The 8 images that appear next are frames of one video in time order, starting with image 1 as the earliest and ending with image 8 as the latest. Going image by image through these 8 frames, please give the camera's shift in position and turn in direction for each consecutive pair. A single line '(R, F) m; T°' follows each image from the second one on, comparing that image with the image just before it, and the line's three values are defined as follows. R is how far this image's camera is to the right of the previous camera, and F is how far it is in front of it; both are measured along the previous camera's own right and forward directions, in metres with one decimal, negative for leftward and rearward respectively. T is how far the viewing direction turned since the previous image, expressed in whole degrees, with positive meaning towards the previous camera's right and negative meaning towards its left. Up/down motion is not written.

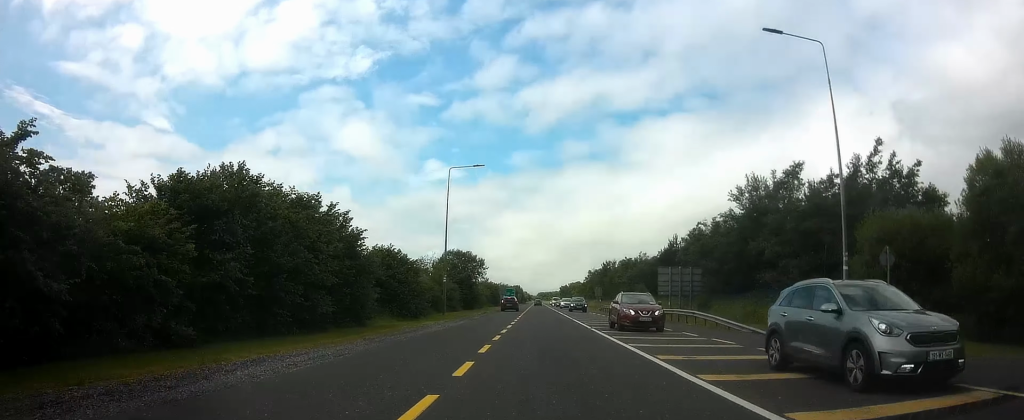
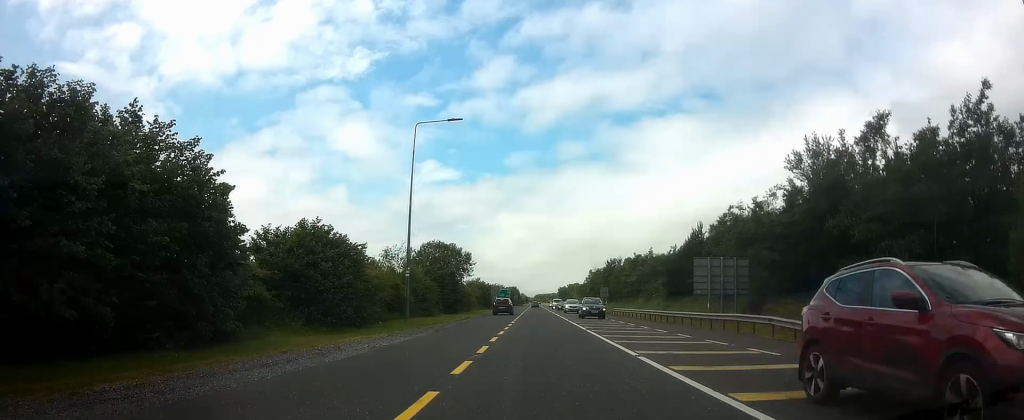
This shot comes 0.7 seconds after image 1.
(+0.1, +11.9) m; 0°
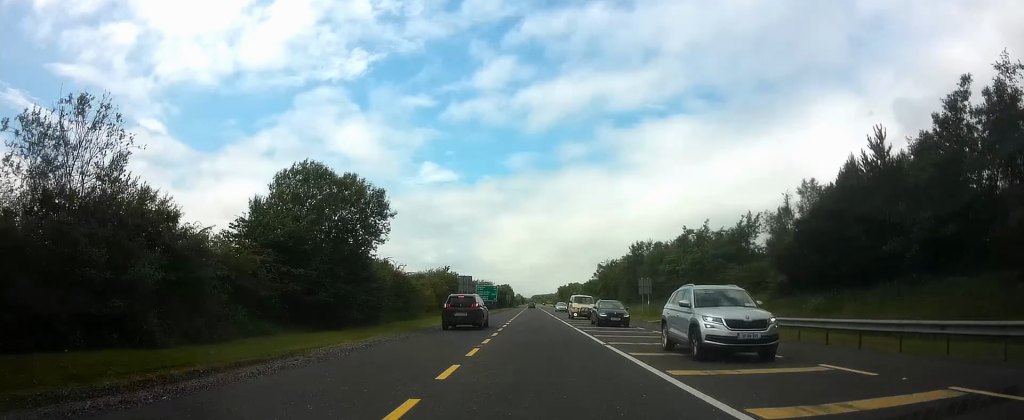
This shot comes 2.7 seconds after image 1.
(-0.3, +34.0) m; +1°
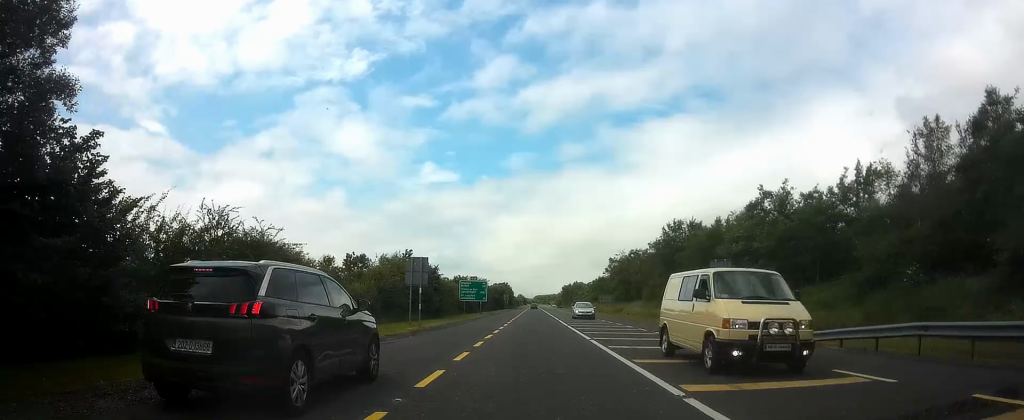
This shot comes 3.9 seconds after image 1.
(+0.4, +21.2) m; 0°
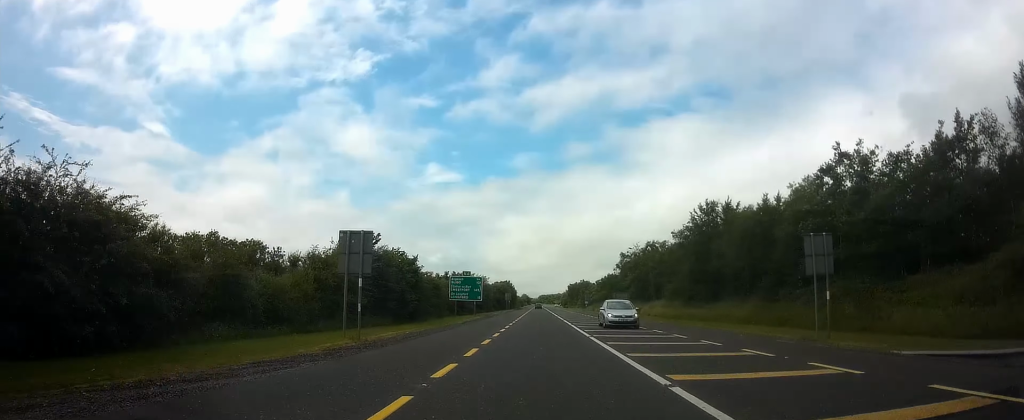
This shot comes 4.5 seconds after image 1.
(-0.2, +10.8) m; 0°
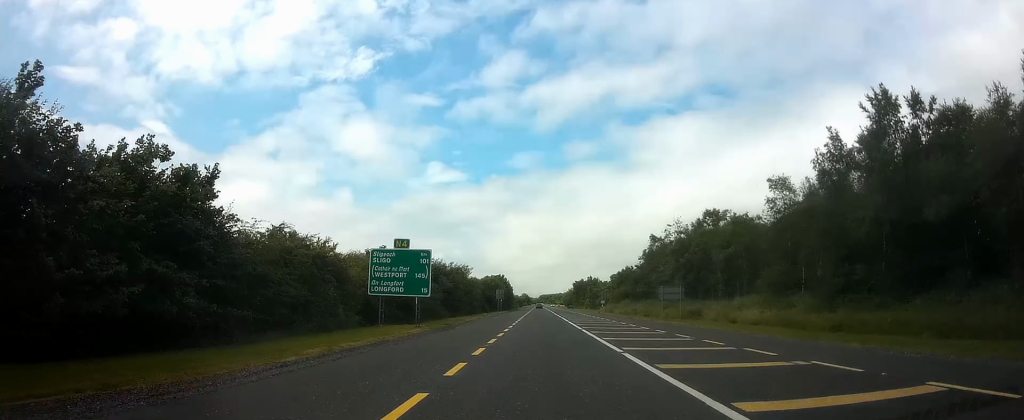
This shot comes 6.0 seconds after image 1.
(0.0, +28.1) m; -1°
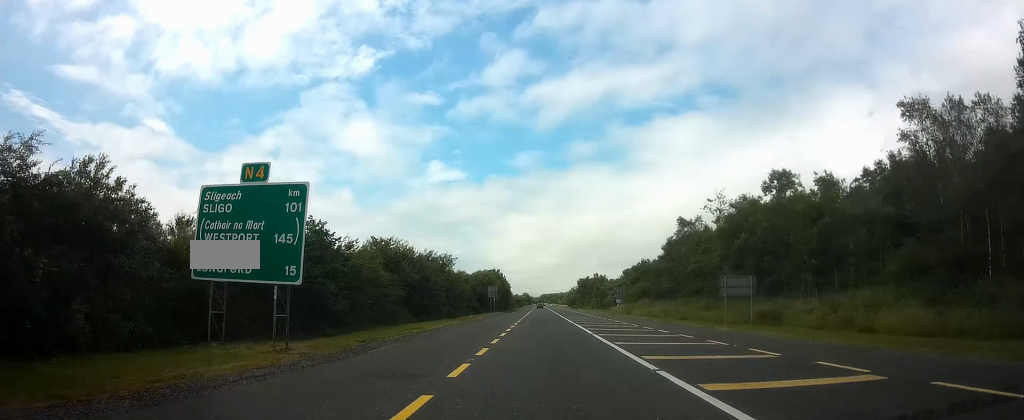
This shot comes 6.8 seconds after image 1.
(-0.1, +16.2) m; 0°
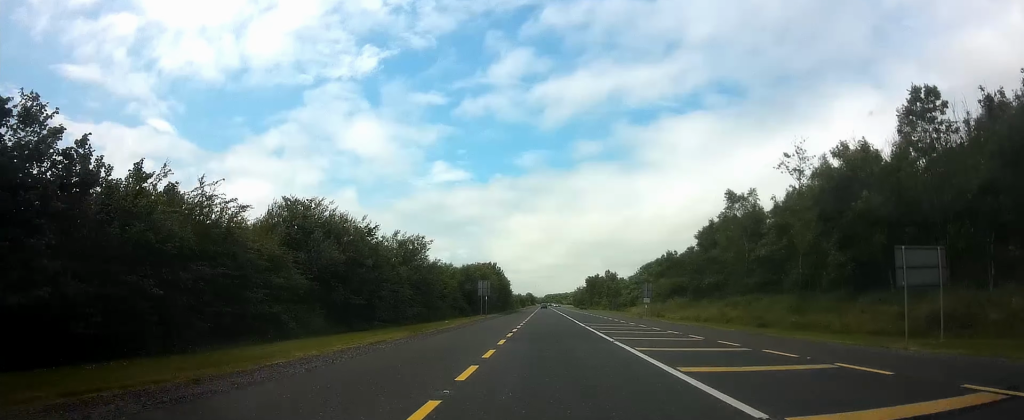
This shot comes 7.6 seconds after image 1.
(+0.2, +16.6) m; 0°
